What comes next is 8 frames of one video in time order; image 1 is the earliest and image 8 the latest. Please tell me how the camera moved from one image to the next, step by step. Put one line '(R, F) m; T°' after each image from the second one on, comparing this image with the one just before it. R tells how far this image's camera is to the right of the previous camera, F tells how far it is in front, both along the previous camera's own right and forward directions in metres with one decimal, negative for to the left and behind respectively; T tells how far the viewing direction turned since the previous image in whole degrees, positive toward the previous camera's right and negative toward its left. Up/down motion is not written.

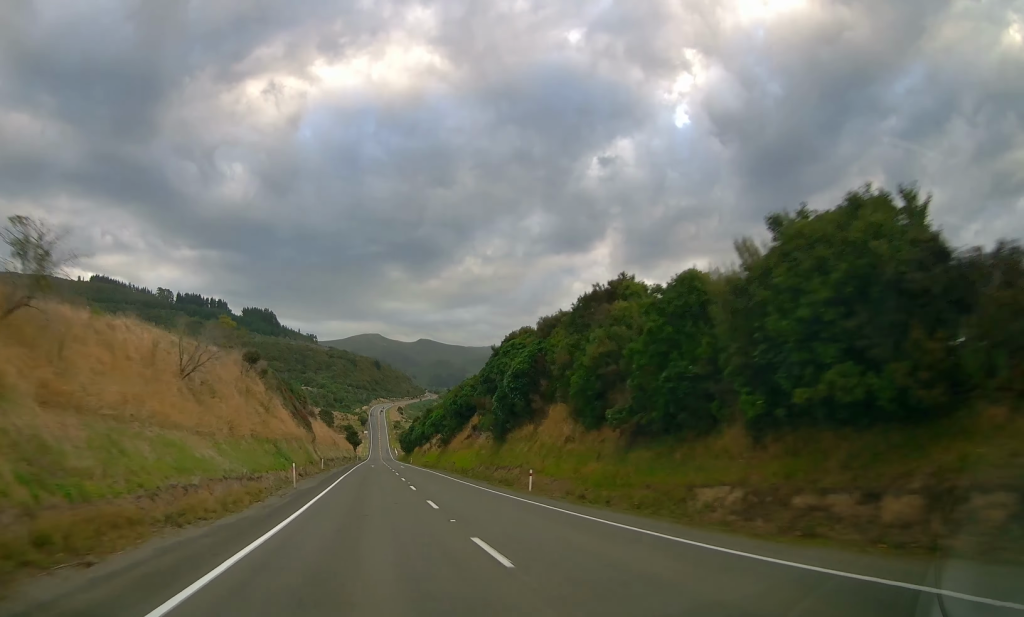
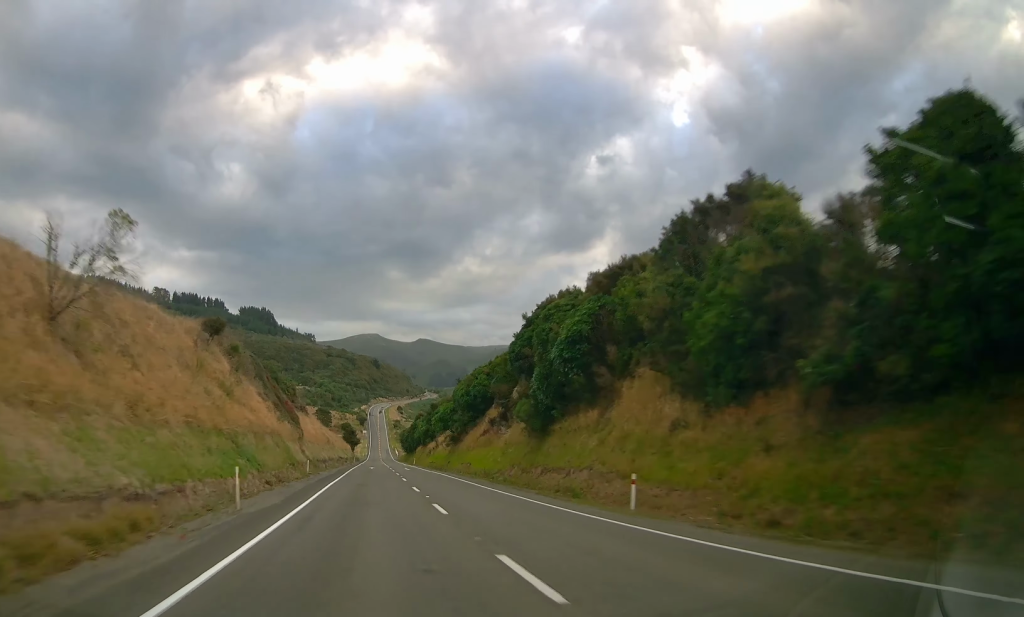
(0.0, +12.6) m; 0°
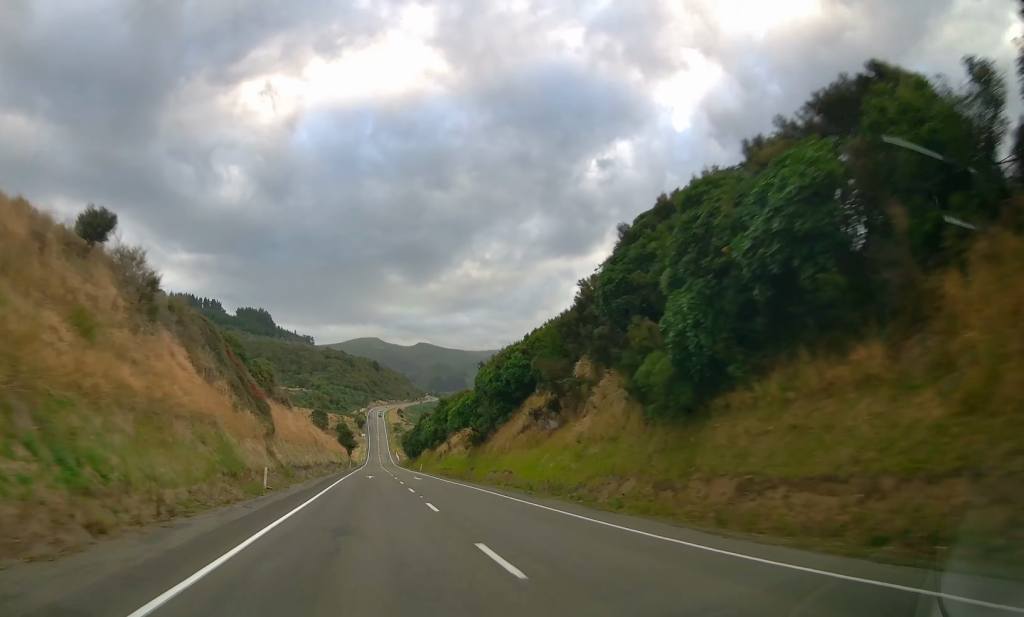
(0.0, +18.4) m; +1°
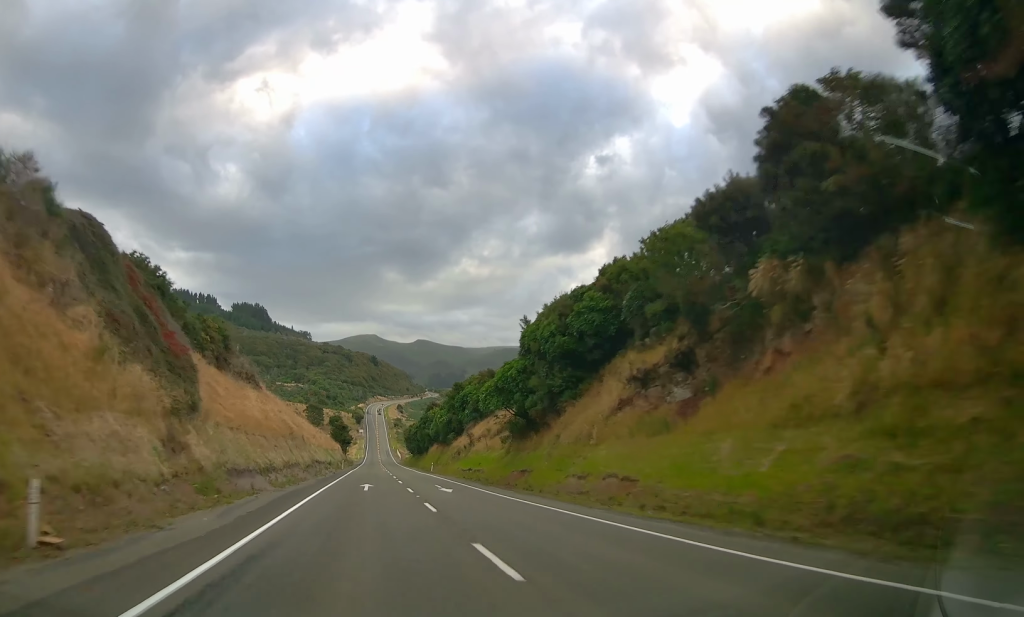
(+0.3, +20.4) m; 0°
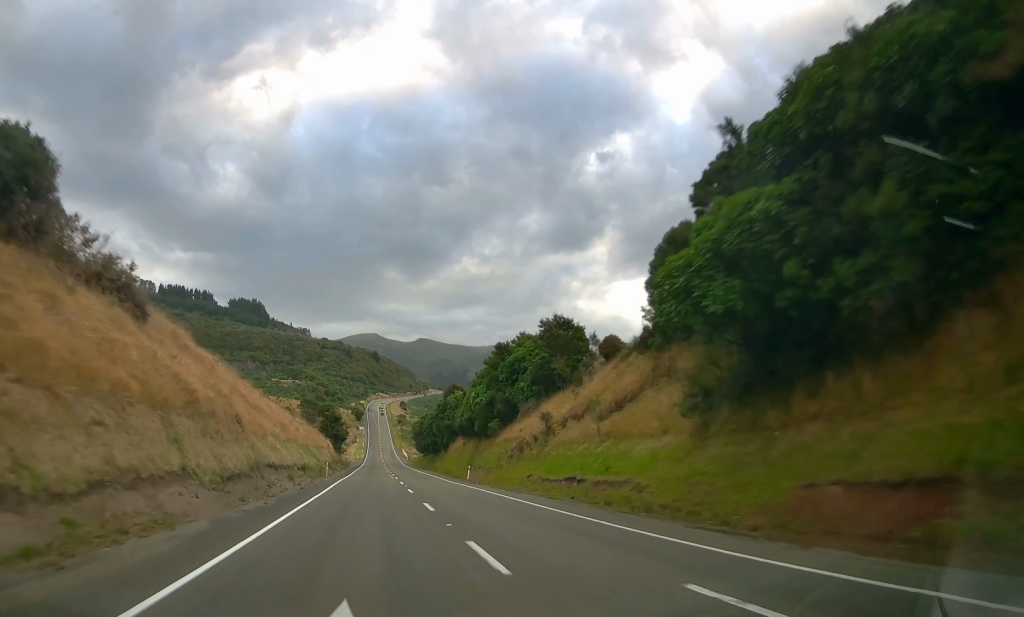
(-0.1, +29.1) m; -1°
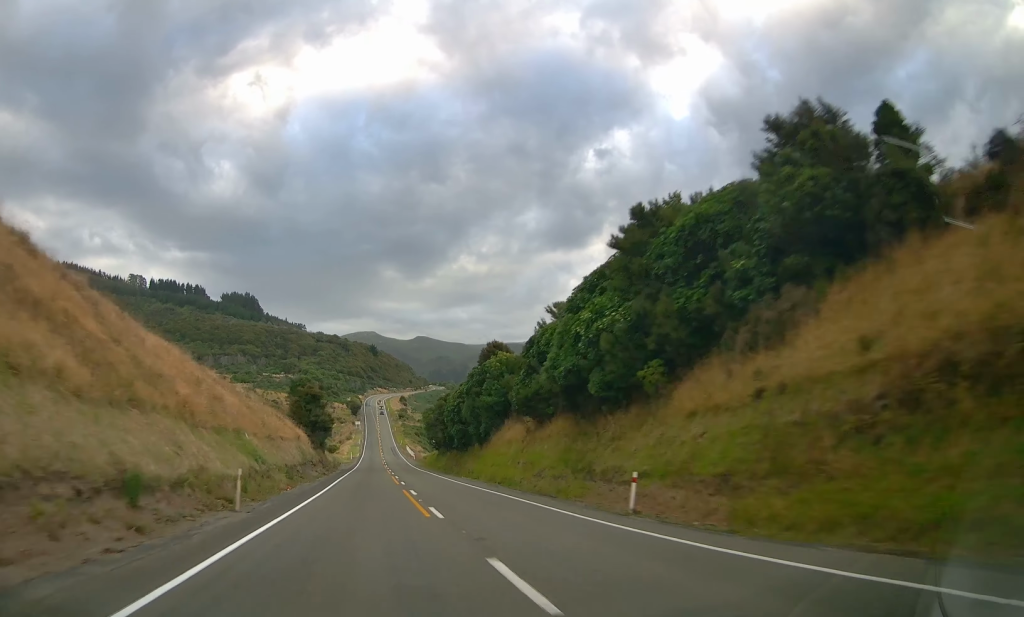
(-0.2, +31.9) m; 0°
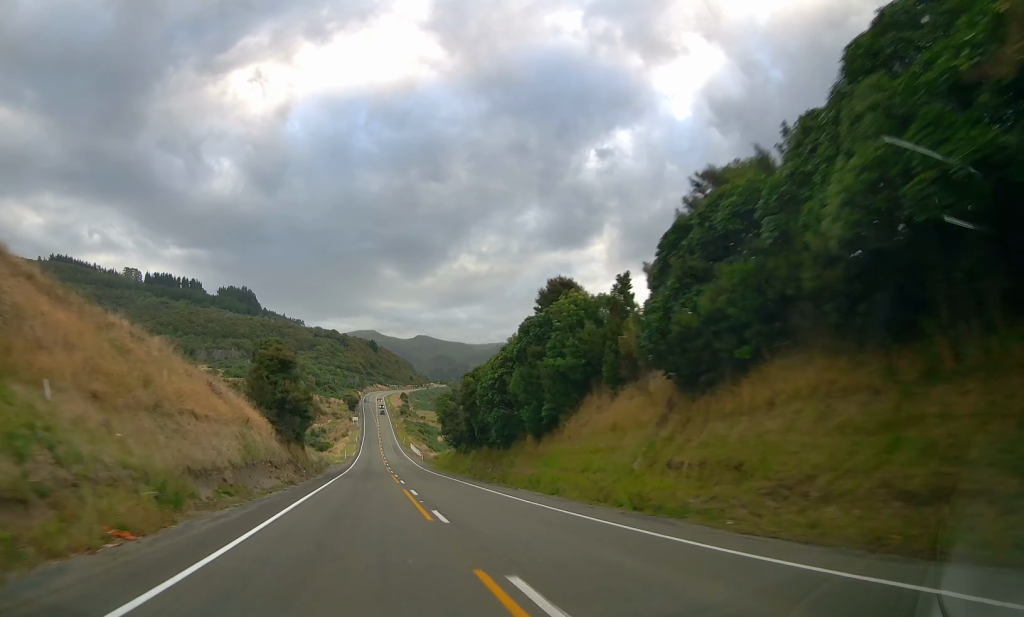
(0.0, +21.1) m; 0°
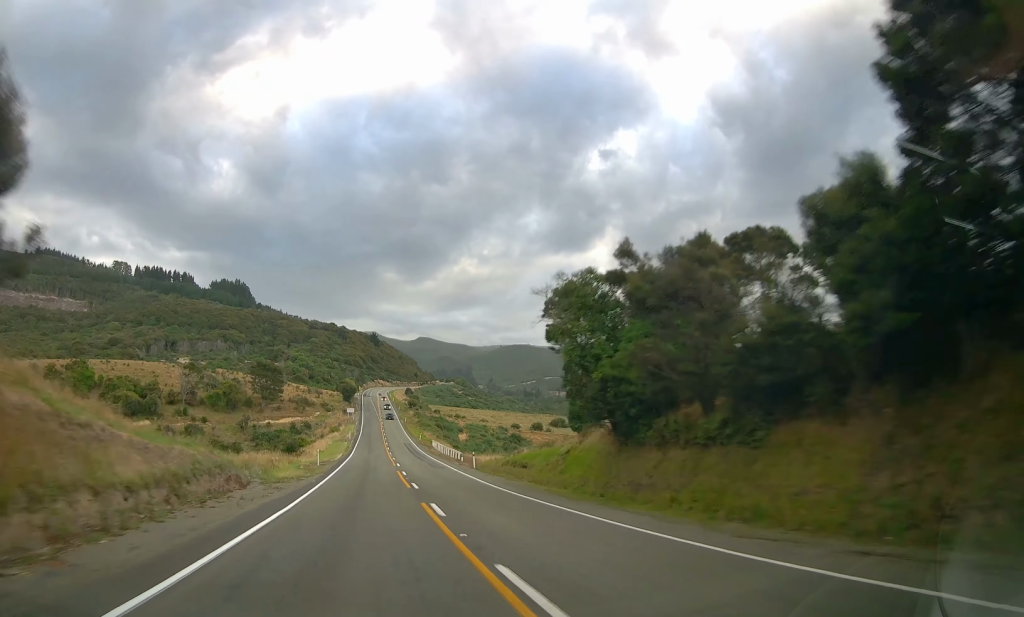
(0.0, +47.5) m; 0°
